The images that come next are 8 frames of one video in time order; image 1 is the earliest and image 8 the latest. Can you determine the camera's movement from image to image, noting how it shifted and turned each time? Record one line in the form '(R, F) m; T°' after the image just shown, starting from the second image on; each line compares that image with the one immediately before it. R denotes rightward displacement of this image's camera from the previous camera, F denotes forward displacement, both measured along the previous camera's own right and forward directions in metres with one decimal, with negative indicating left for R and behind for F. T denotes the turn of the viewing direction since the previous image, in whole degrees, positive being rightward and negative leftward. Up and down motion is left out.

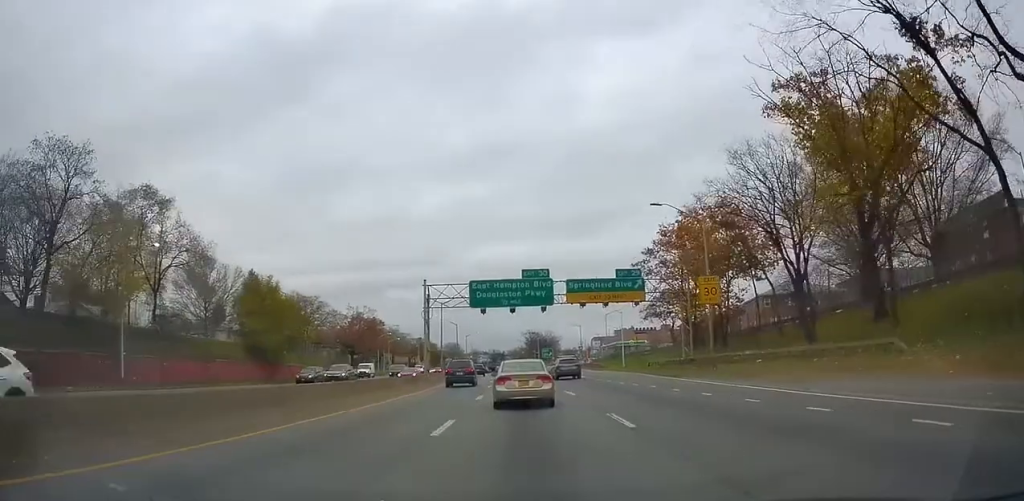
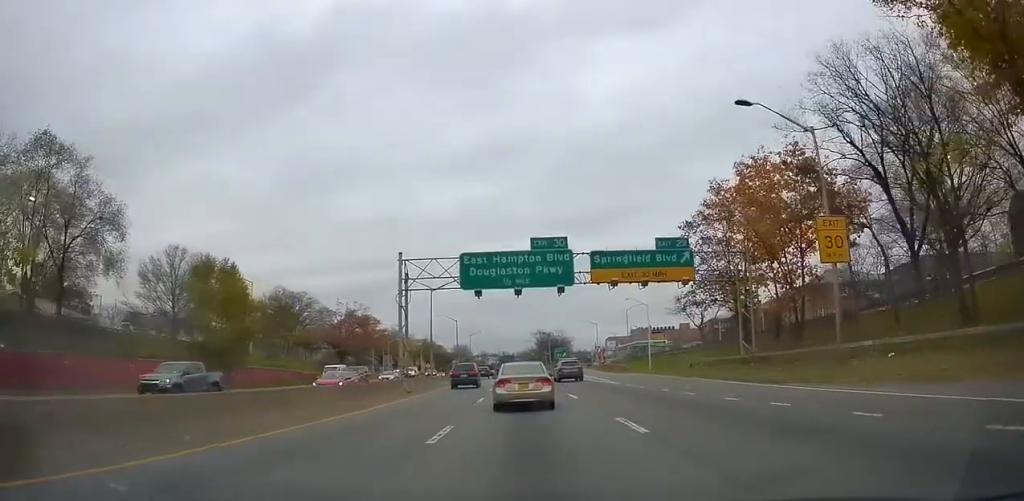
(-0.4, +12.8) m; -1°
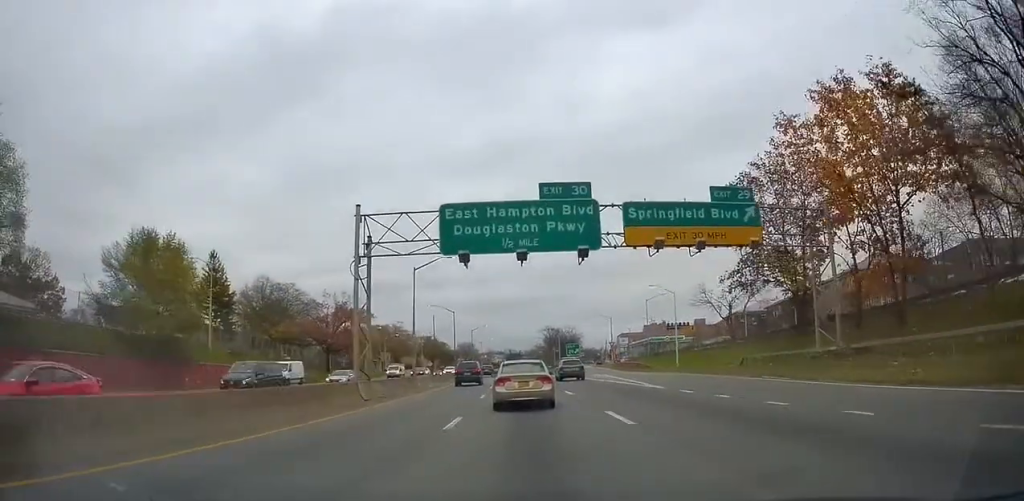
(-0.4, +10.5) m; -1°
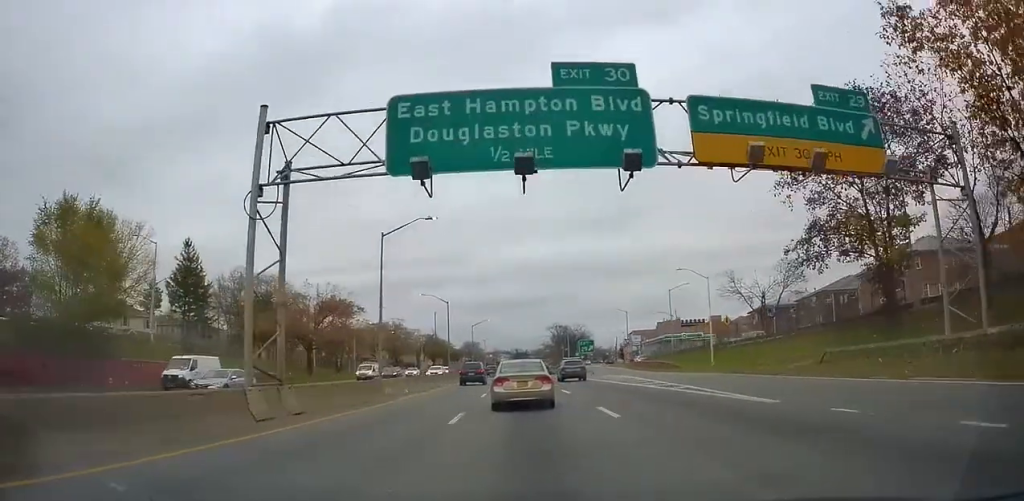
(0.0, +10.5) m; 0°
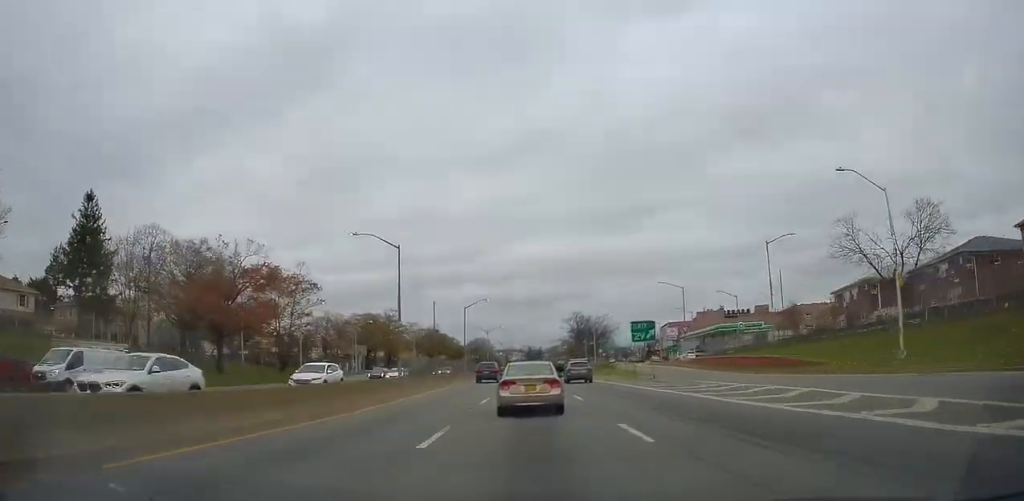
(0.0, +27.9) m; -1°
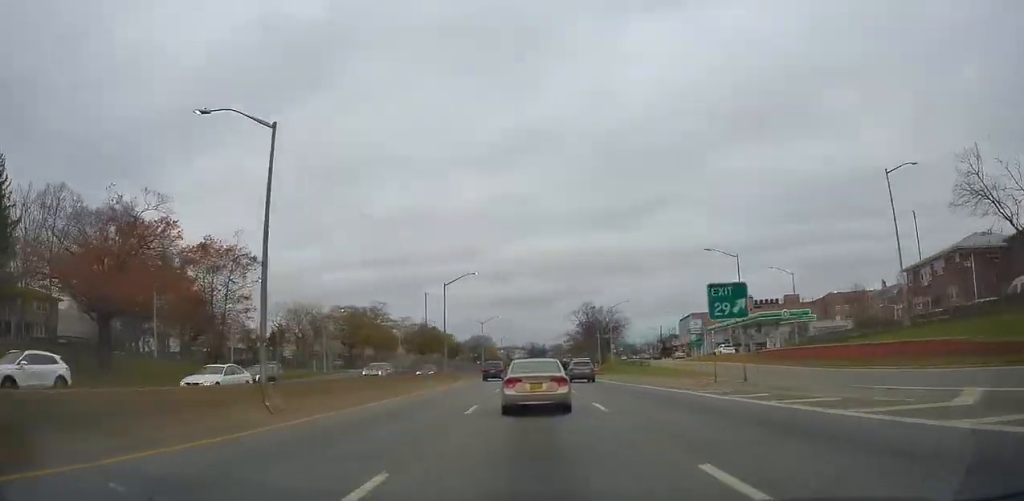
(-0.2, +17.5) m; -1°
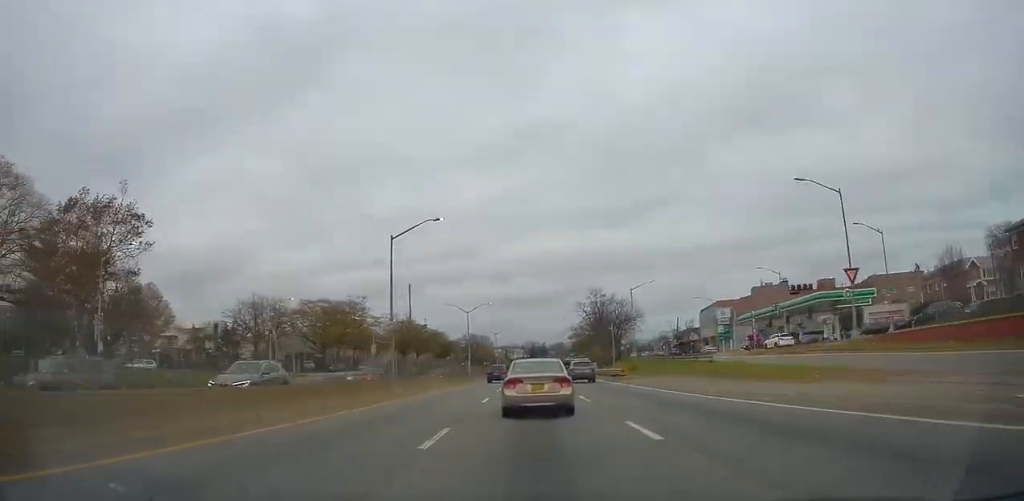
(-0.3, +18.8) m; -1°
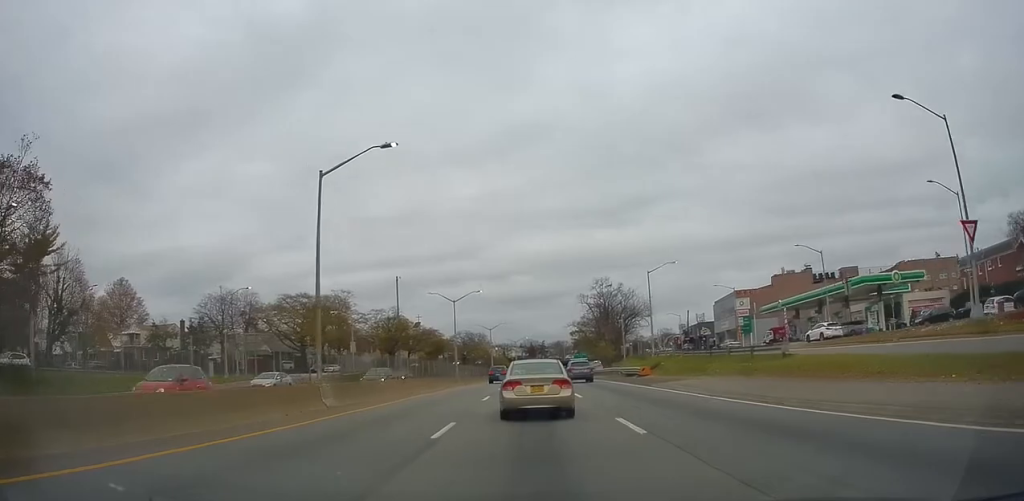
(-0.1, +10.9) m; 0°
